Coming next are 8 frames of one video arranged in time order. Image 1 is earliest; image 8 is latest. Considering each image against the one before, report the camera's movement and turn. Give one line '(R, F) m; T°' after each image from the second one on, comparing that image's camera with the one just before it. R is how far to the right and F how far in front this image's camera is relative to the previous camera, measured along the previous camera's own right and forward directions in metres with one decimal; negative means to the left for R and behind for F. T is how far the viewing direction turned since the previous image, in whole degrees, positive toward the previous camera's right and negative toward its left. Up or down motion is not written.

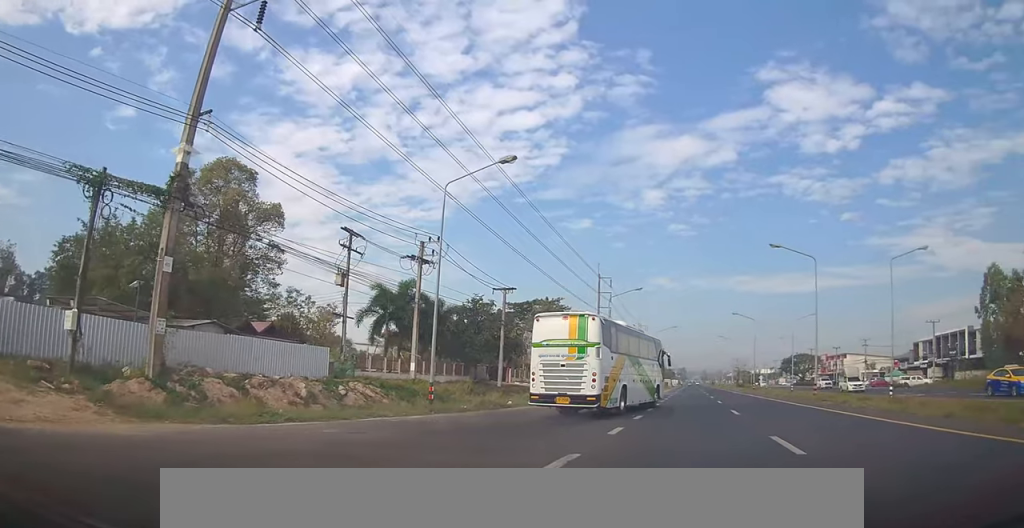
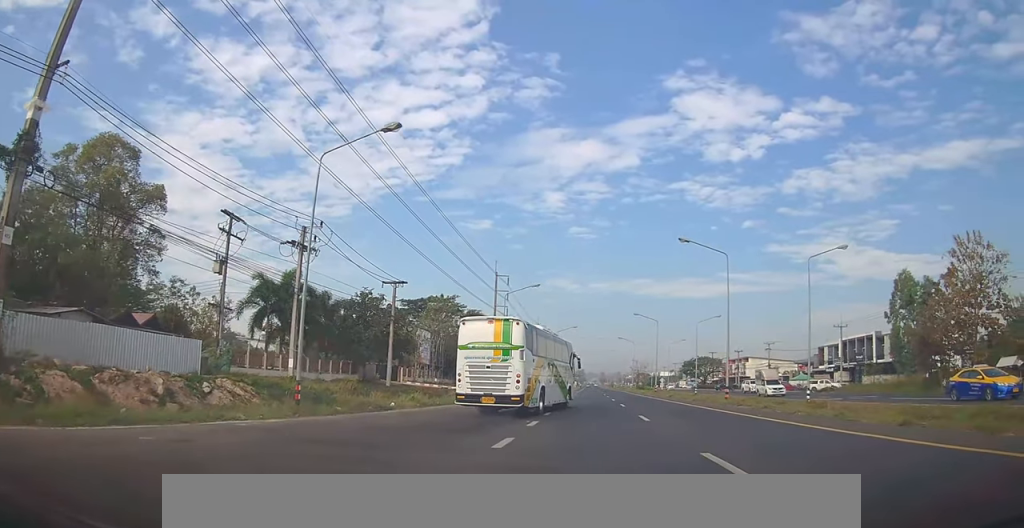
(+0.1, +1.6) m; +6°
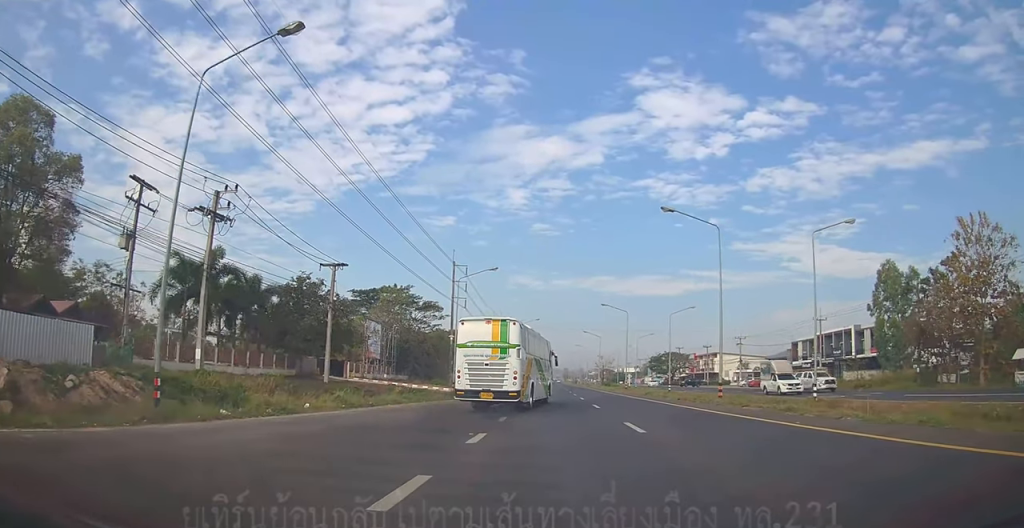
(+0.3, +3.0) m; +11°
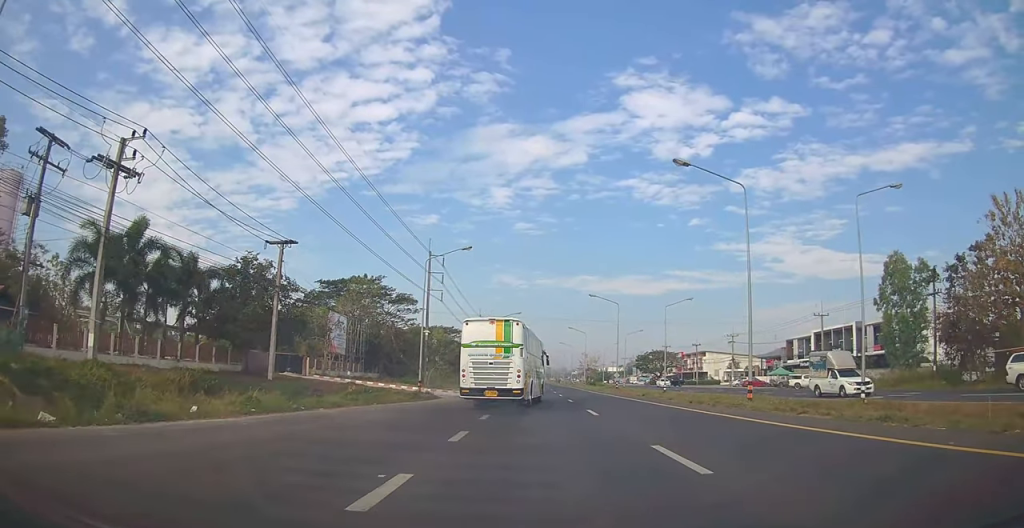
(+0.3, +3.4) m; +9°
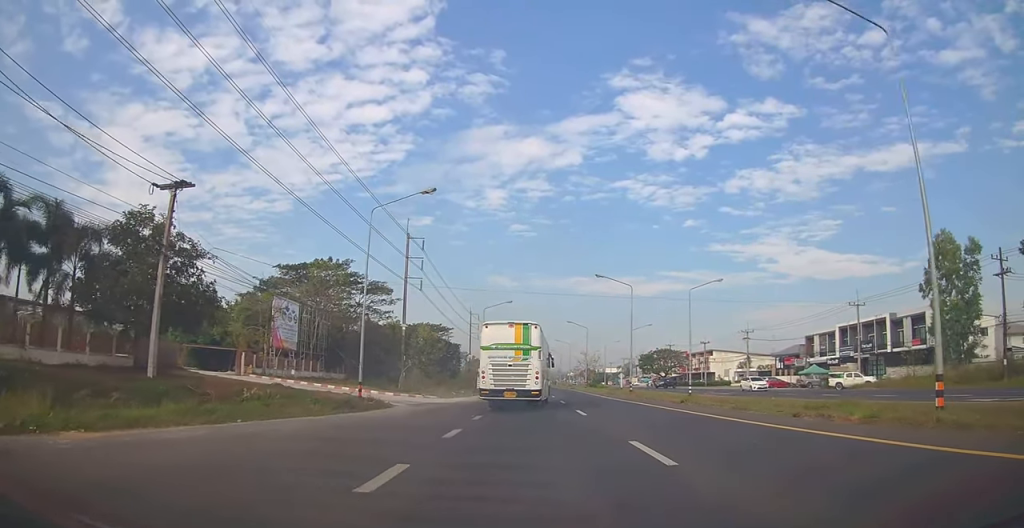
(+0.5, +7.2) m; +4°
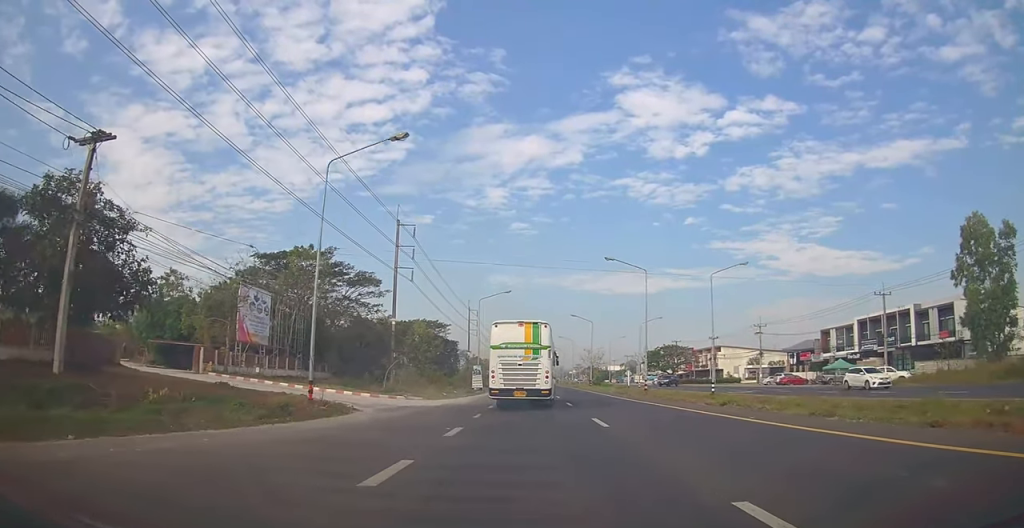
(0.0, +4.1) m; 0°
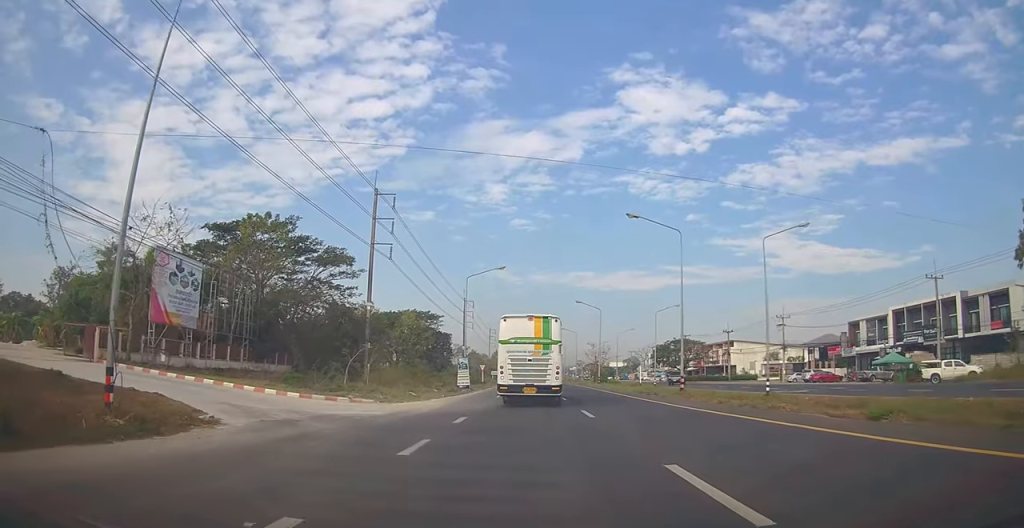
(-0.1, +7.9) m; +2°
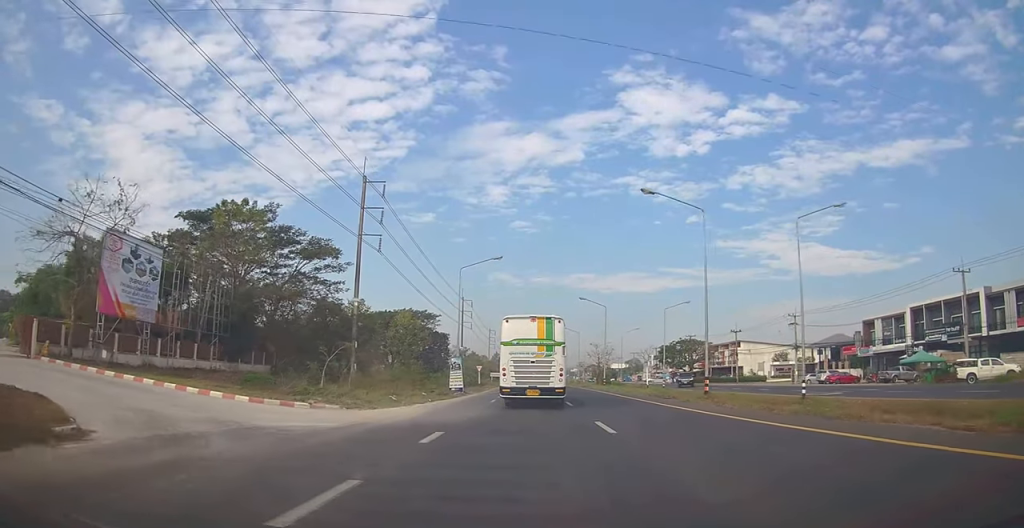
(+0.2, +3.6) m; +1°
